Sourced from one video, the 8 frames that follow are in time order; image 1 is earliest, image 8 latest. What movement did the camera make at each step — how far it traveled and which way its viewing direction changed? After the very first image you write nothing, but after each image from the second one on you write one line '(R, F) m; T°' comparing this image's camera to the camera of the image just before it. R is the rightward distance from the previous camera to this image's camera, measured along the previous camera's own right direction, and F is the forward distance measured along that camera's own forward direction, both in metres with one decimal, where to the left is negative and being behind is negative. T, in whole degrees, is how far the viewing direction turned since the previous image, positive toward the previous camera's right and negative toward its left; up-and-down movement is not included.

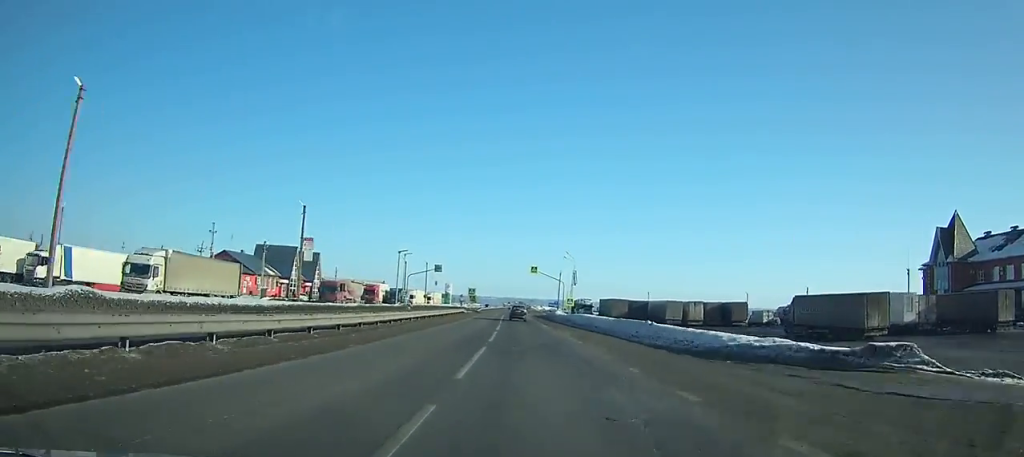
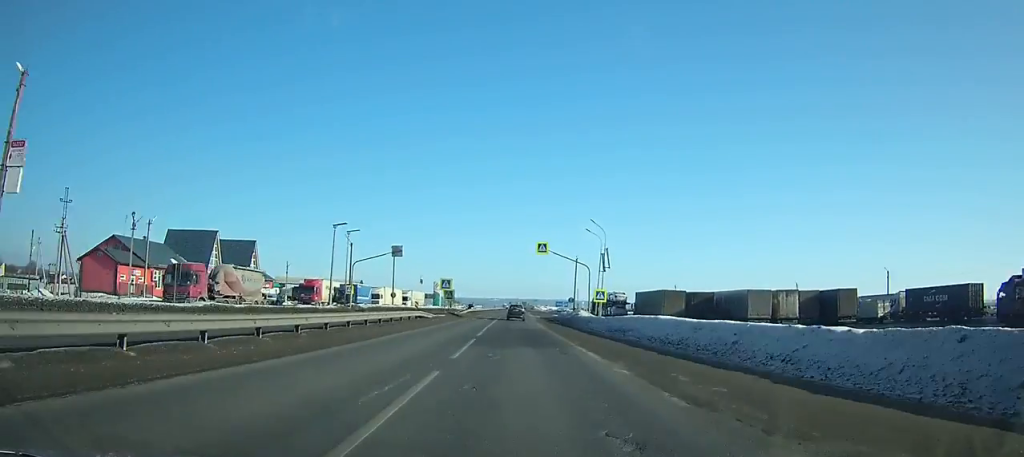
(-0.5, +32.6) m; -1°
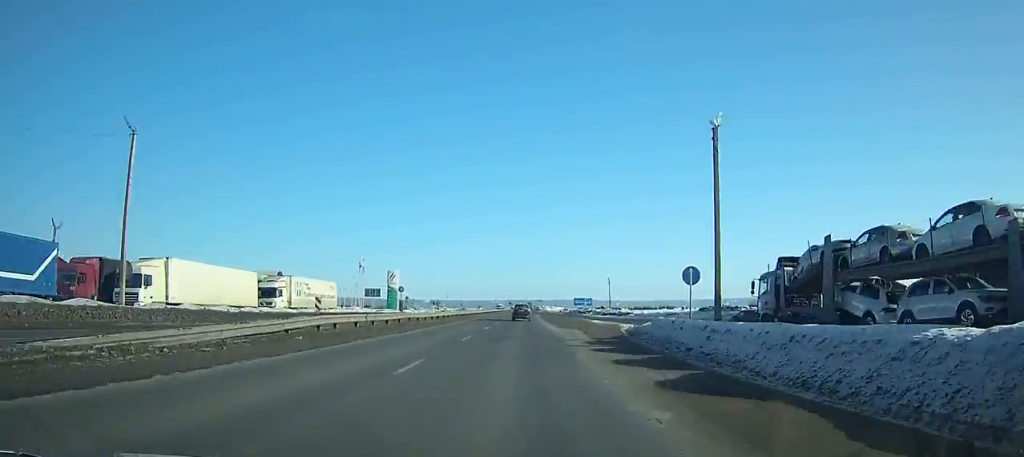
(-0.6, +63.5) m; -1°
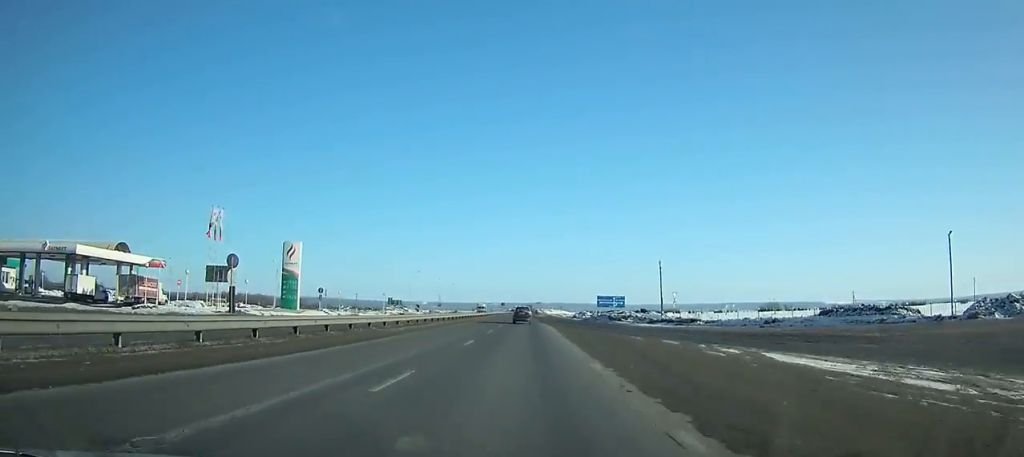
(0.0, +51.2) m; 0°
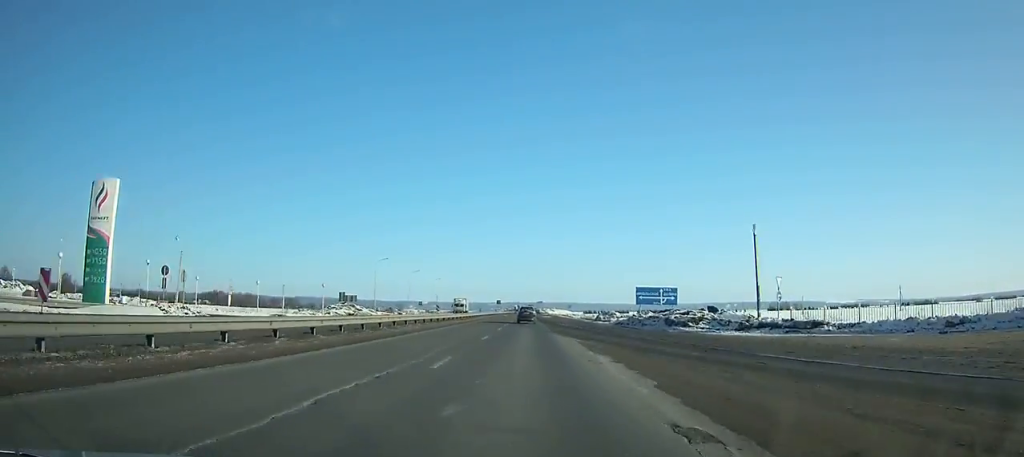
(+0.1, +32.7) m; 0°
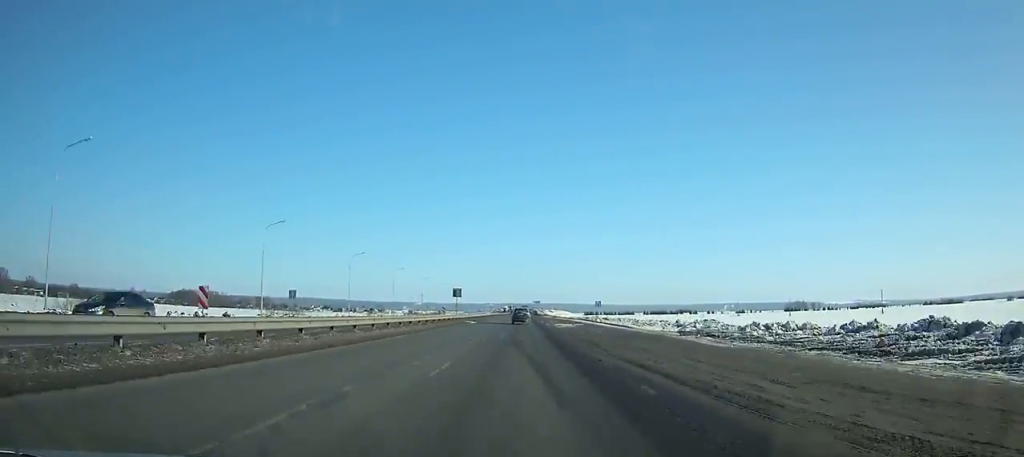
(+0.2, +73.4) m; 0°
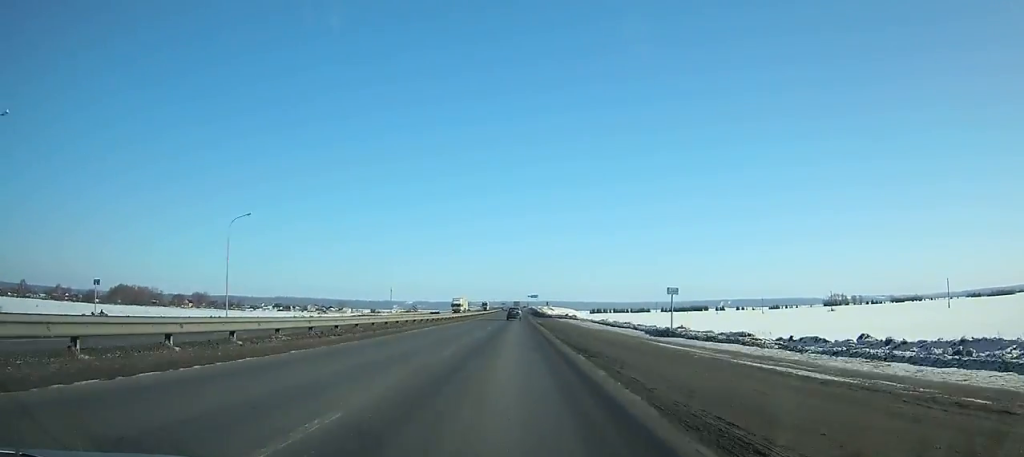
(+0.7, +127.7) m; +1°
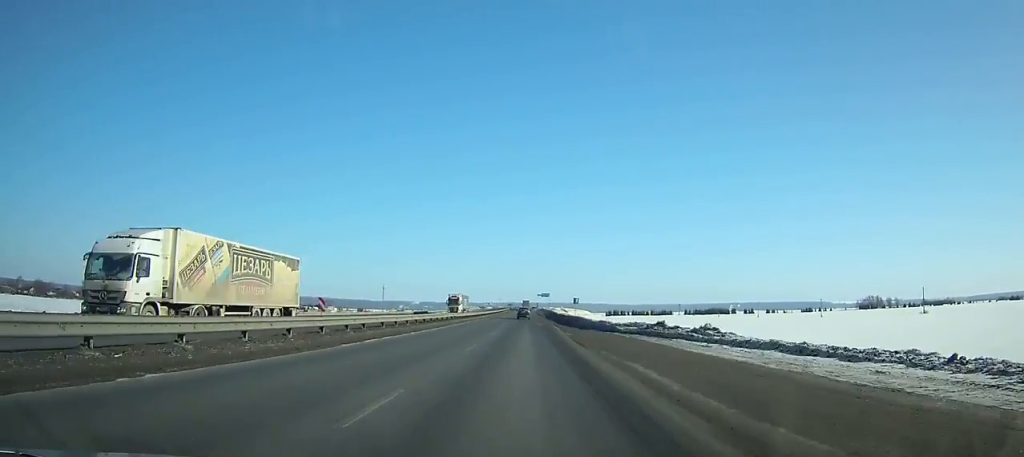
(-0.1, +61.4) m; 0°
